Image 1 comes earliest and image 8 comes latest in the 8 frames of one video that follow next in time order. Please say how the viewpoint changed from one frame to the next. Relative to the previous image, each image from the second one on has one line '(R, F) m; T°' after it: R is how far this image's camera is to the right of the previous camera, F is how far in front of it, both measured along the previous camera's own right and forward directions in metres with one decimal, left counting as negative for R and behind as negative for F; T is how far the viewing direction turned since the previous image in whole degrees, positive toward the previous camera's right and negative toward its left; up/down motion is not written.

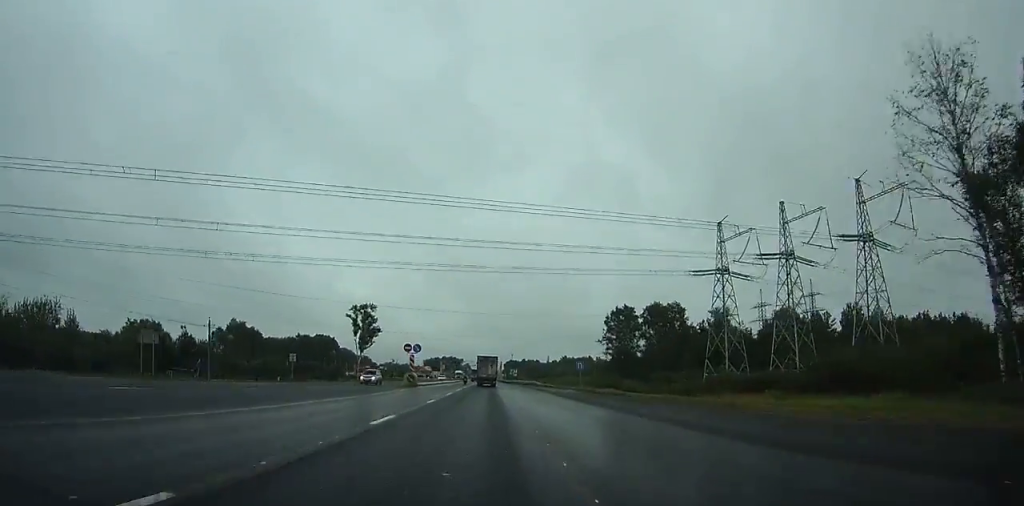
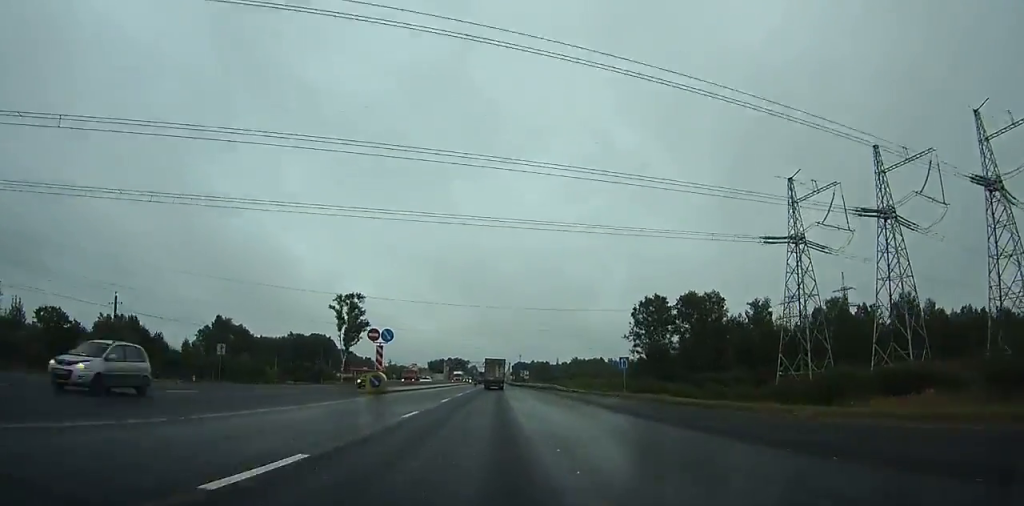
(+0.1, +20.3) m; 0°
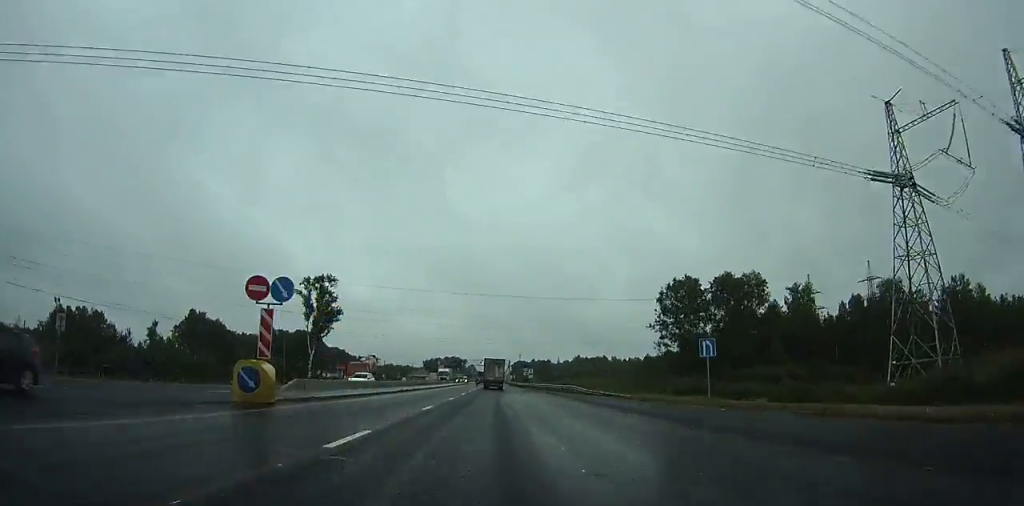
(-0.1, +19.9) m; 0°
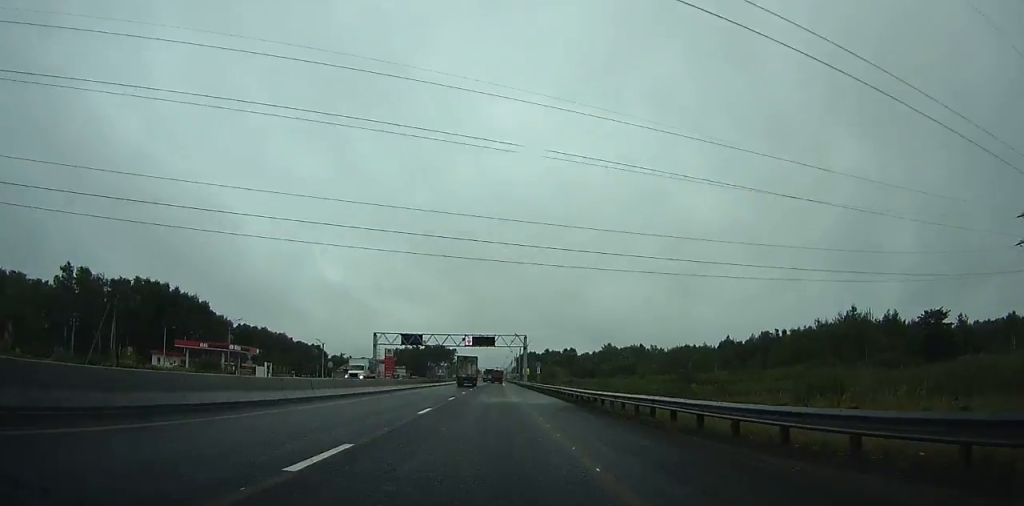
(-0.6, +112.9) m; 0°
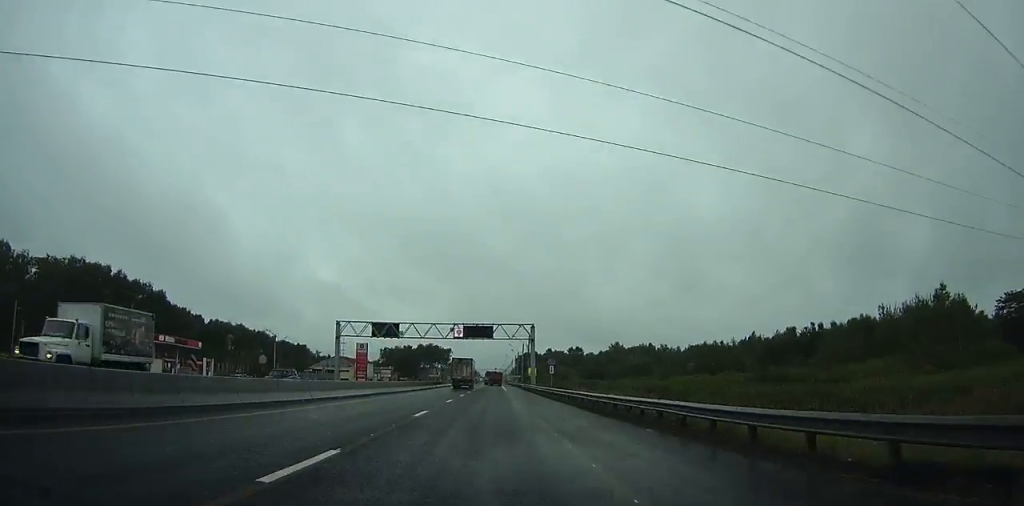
(0.0, +21.2) m; 0°
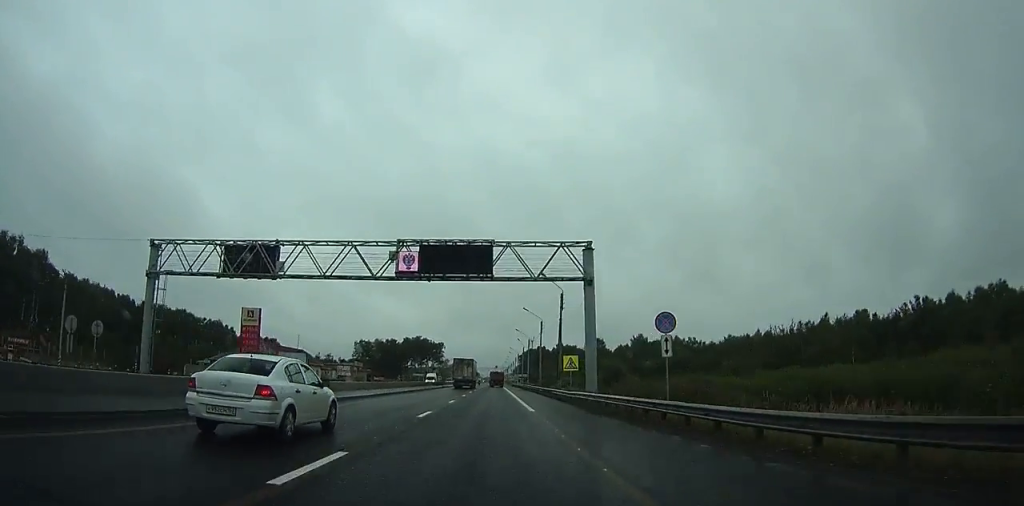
(+0.2, +43.6) m; +1°
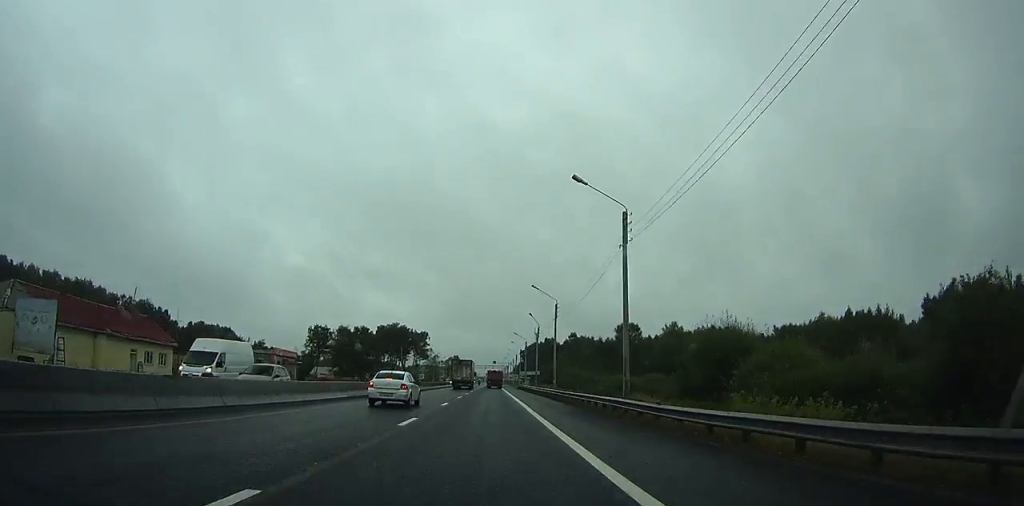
(+0.1, +50.4) m; 0°
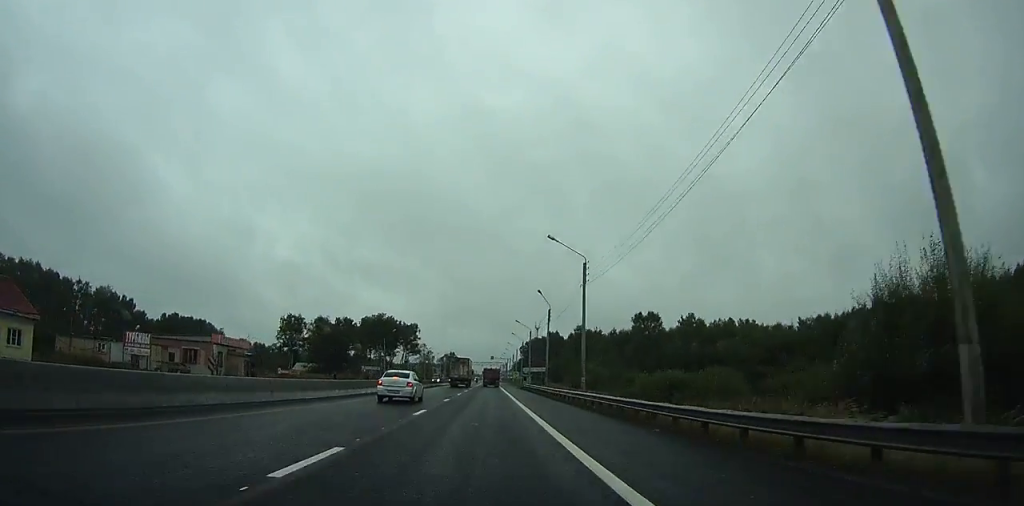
(-0.1, +20.3) m; 0°
